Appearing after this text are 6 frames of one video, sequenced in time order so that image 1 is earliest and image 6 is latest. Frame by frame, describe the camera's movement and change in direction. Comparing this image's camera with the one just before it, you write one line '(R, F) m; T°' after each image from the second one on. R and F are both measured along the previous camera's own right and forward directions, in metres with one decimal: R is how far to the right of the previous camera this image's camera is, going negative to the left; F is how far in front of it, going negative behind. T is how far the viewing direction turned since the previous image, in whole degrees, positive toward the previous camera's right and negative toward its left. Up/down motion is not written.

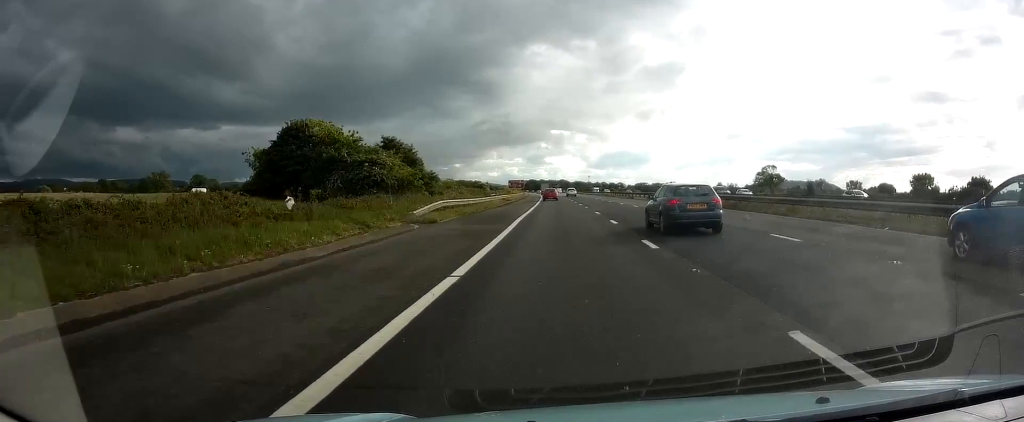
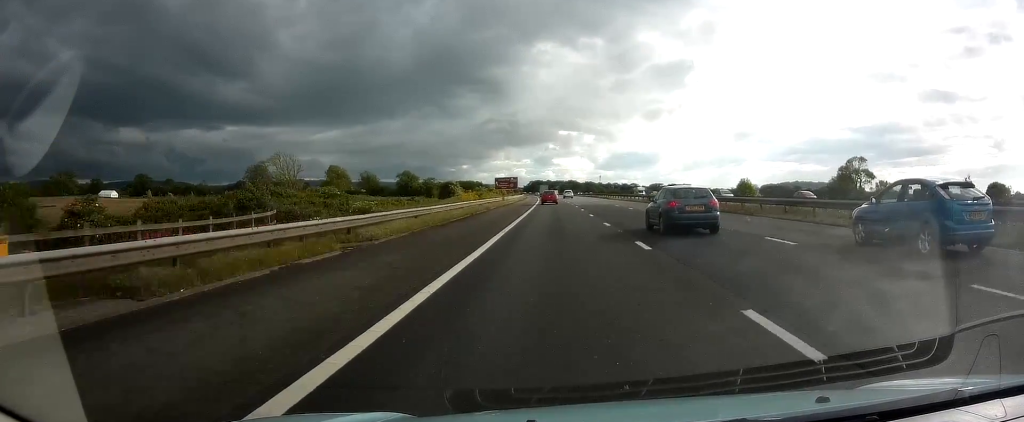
(-0.1, +61.4) m; -1°
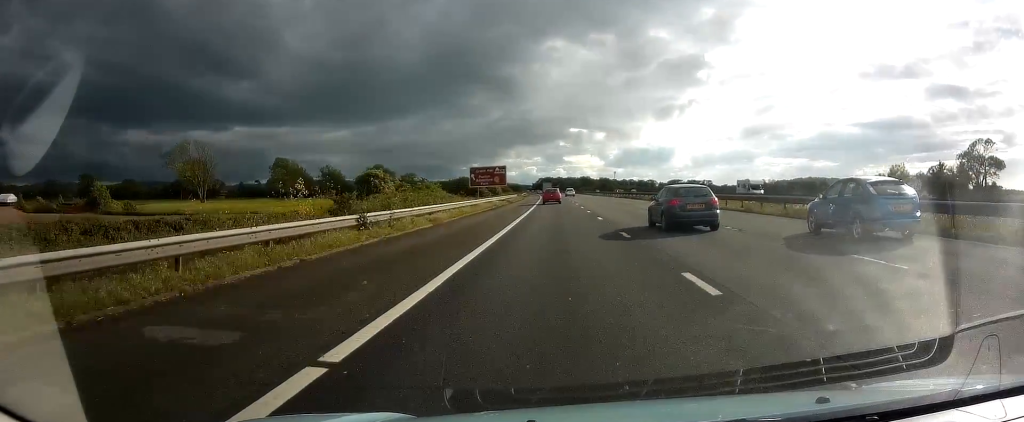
(-0.5, +50.8) m; -1°
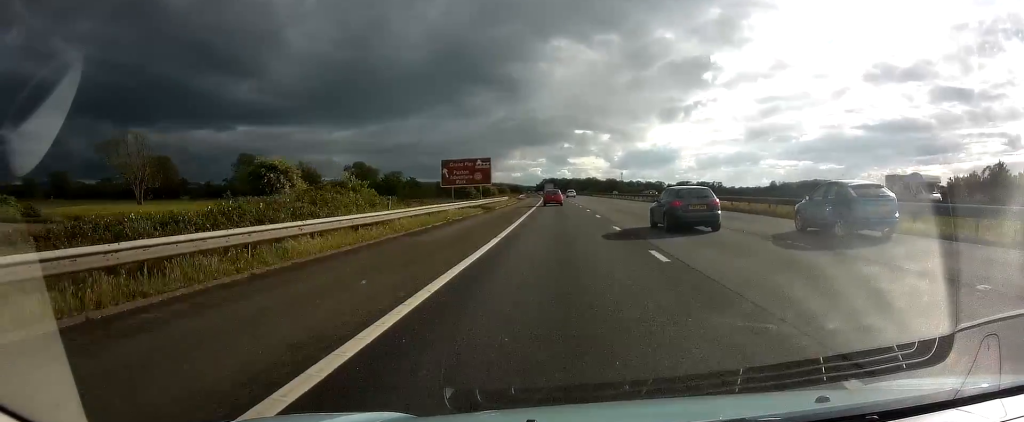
(-0.2, +23.2) m; -1°
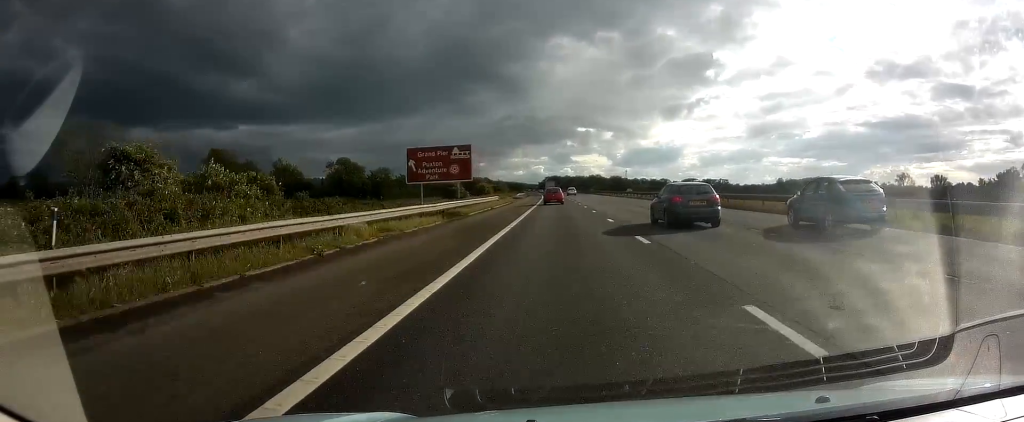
(-0.1, +14.7) m; 0°
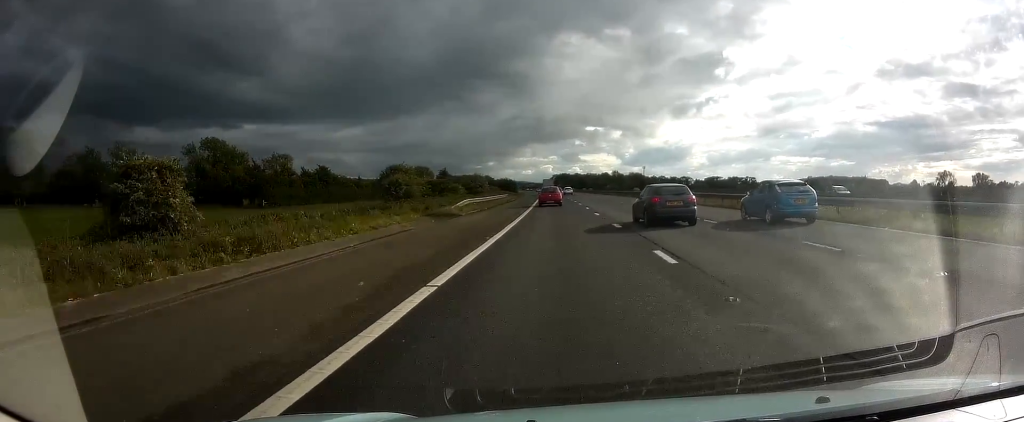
(-0.1, +65.8) m; -1°
